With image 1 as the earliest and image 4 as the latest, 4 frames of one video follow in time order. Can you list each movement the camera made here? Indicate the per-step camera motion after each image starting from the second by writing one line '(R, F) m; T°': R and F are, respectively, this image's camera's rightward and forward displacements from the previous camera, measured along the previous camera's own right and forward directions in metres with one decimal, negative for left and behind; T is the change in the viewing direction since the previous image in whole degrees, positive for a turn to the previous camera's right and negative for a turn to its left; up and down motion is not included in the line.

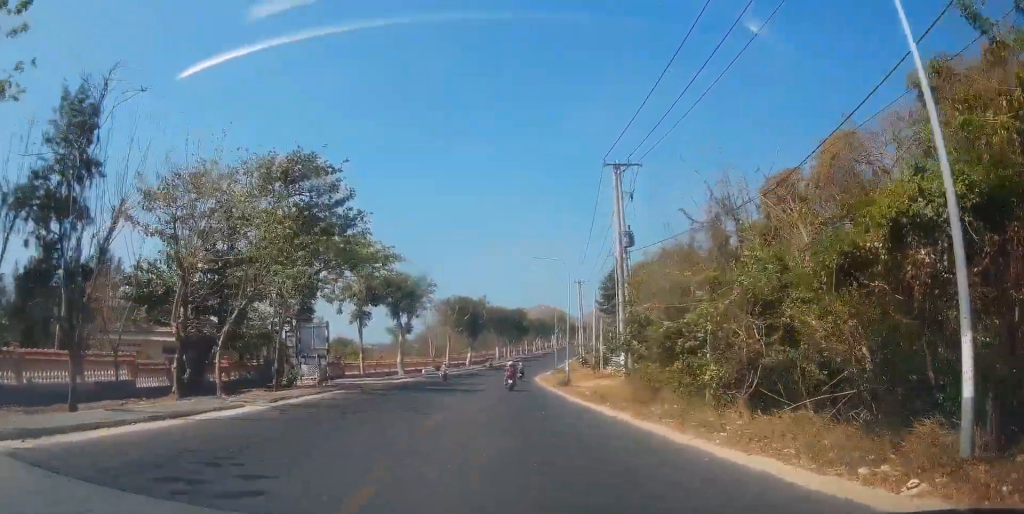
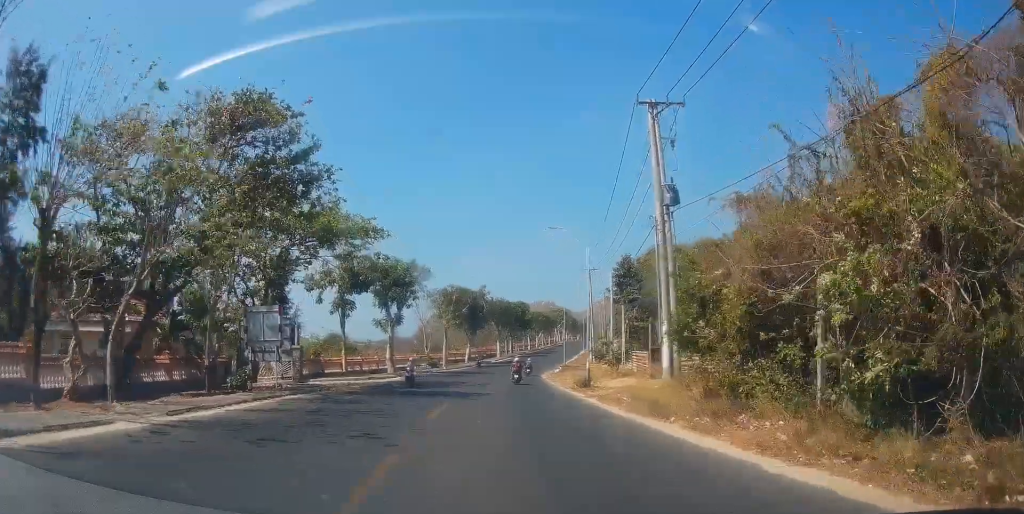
(-0.4, +7.7) m; -1°
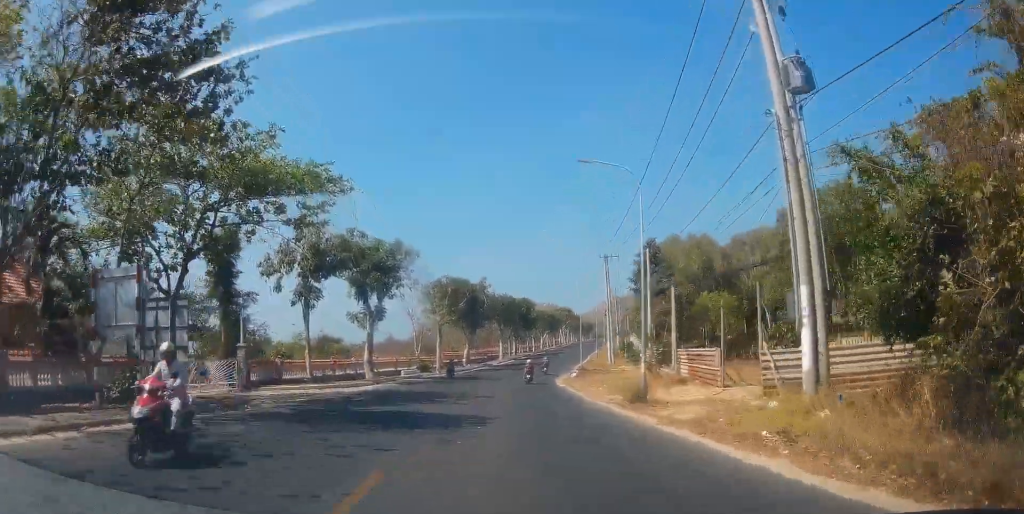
(-0.2, +11.0) m; +1°
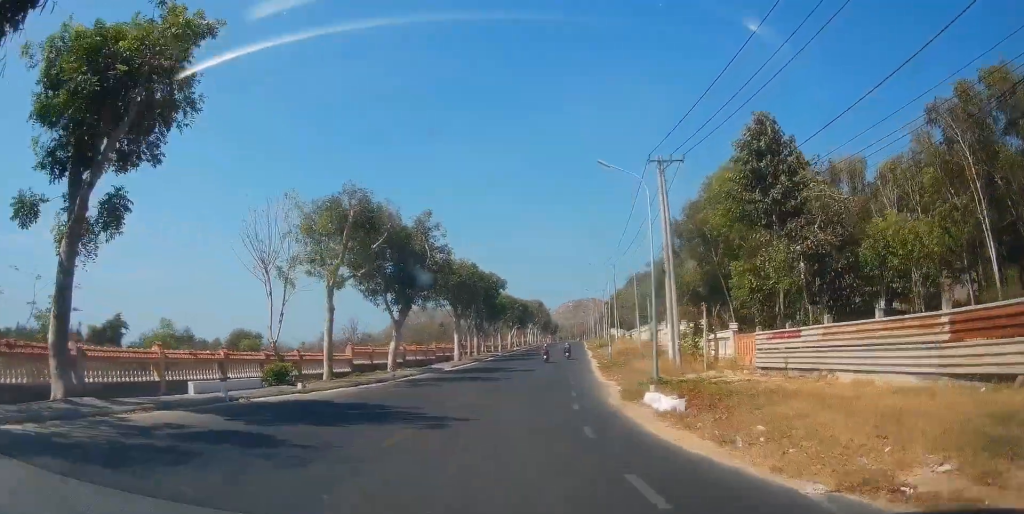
(+0.6, +34.4) m; +3°
